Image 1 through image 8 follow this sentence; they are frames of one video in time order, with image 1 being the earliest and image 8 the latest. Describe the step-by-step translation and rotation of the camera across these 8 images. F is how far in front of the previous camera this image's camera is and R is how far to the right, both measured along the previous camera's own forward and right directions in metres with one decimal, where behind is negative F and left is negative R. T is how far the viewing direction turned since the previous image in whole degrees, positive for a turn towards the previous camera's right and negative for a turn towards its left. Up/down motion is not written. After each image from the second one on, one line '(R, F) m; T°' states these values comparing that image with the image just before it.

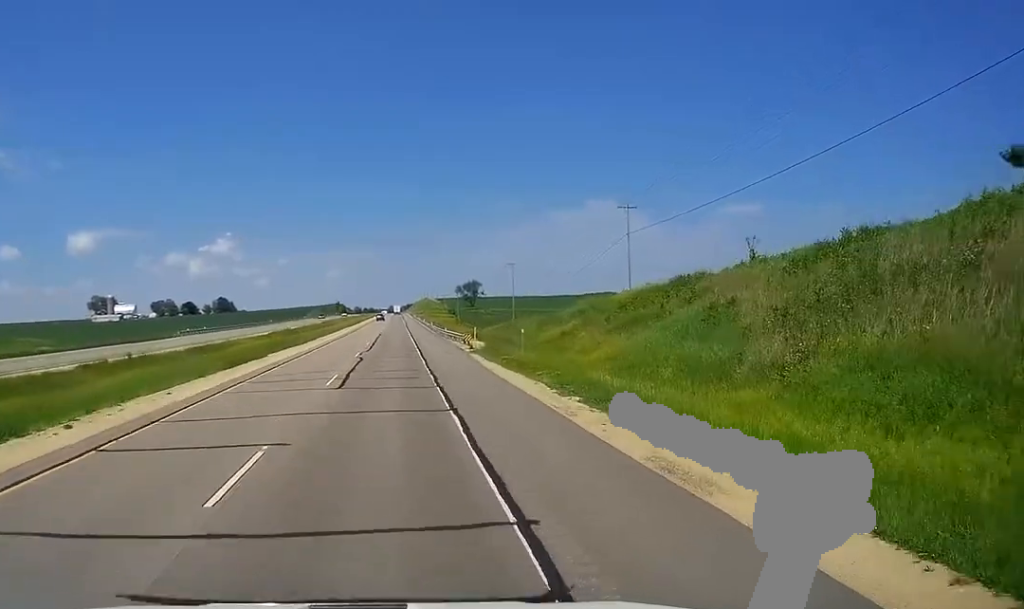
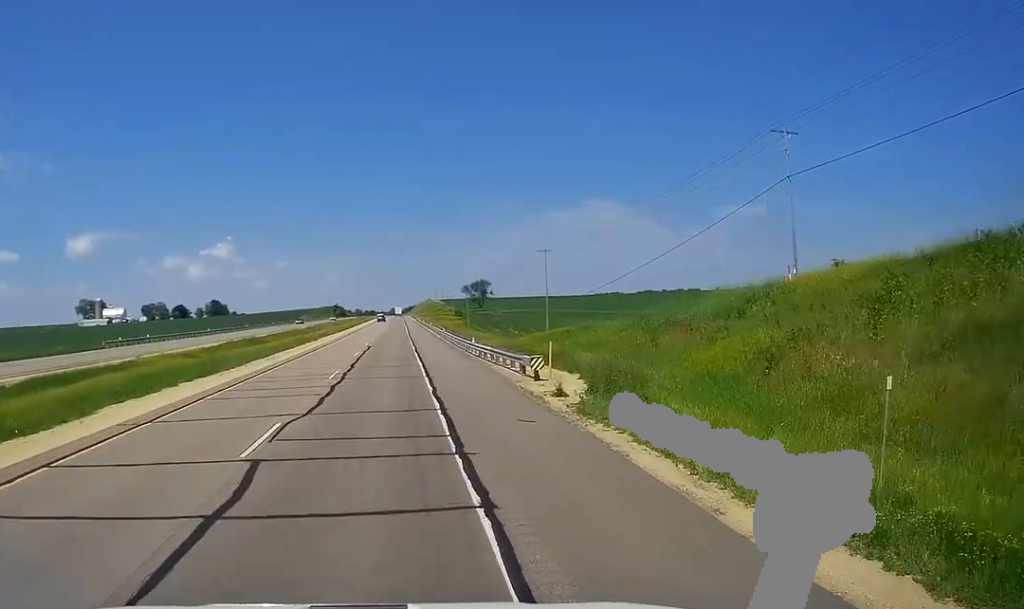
(-0.4, +27.8) m; 0°
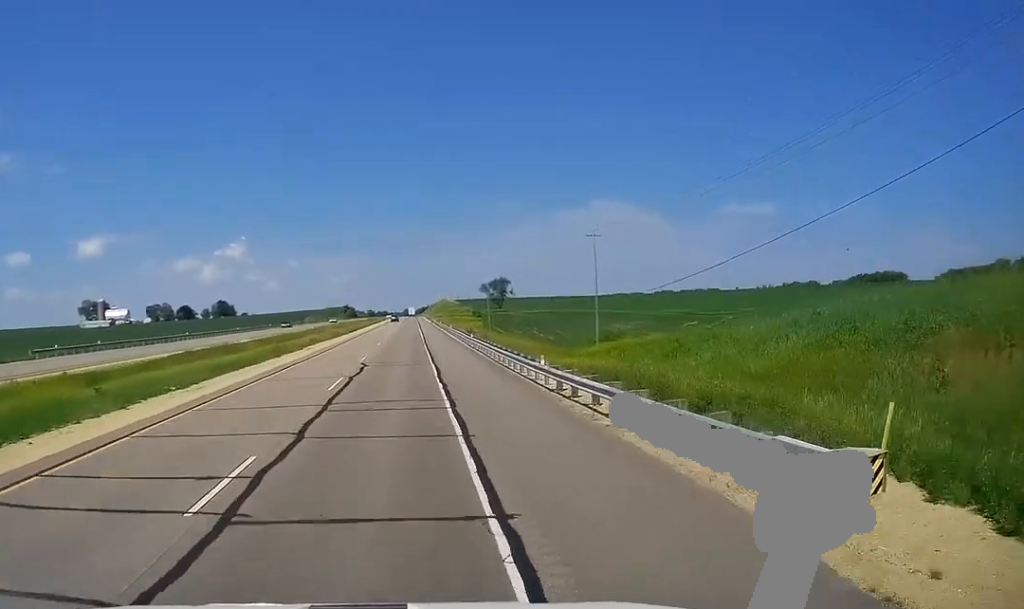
(0.0, +19.0) m; 0°
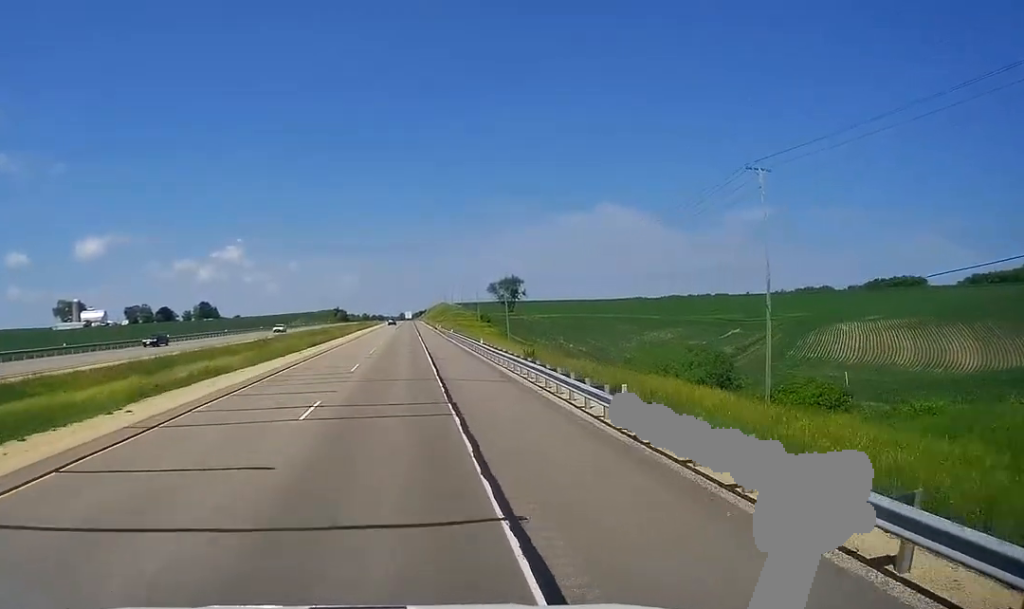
(+0.5, +38.0) m; +1°
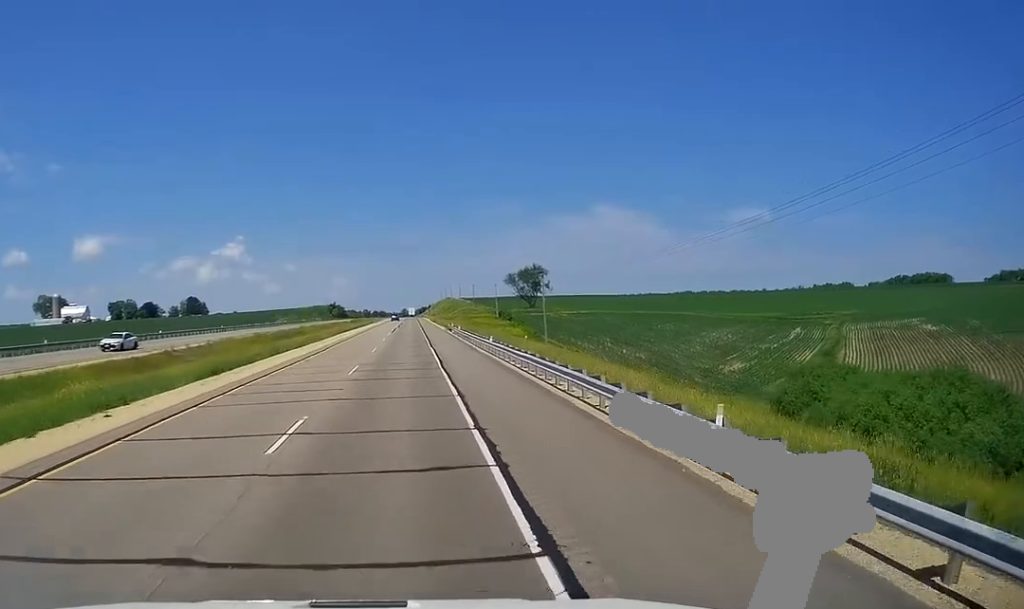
(0.0, +35.4) m; 0°
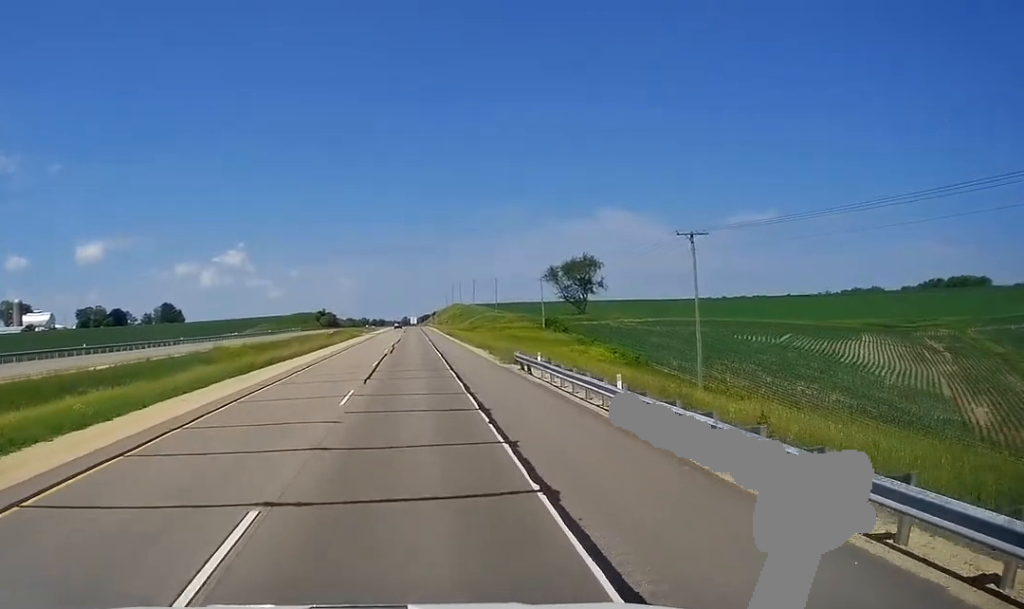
(-0.8, +54.0) m; -1°
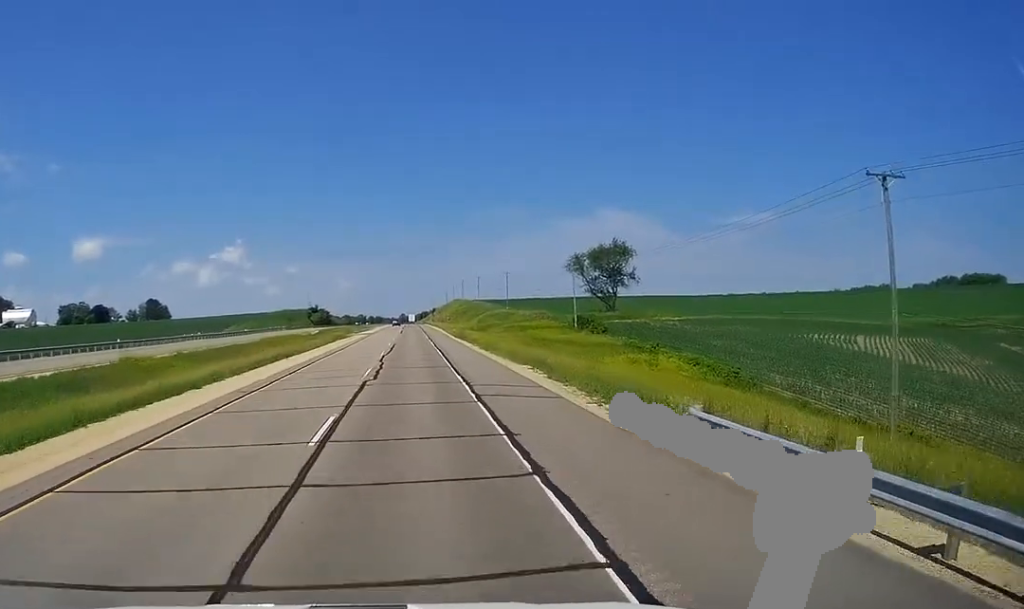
(+0.1, +21.8) m; 0°
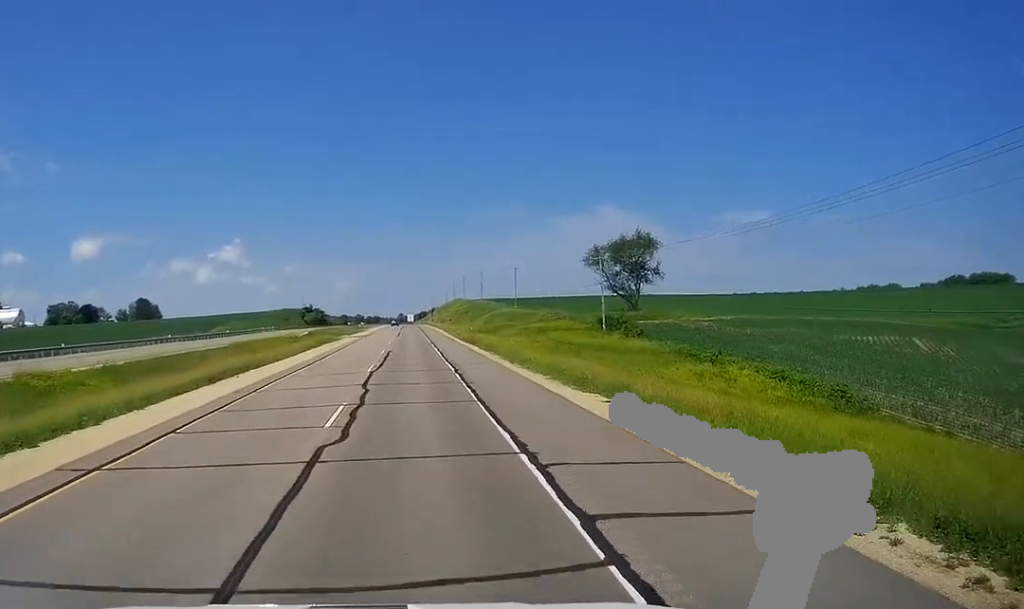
(+0.2, +13.1) m; 0°
